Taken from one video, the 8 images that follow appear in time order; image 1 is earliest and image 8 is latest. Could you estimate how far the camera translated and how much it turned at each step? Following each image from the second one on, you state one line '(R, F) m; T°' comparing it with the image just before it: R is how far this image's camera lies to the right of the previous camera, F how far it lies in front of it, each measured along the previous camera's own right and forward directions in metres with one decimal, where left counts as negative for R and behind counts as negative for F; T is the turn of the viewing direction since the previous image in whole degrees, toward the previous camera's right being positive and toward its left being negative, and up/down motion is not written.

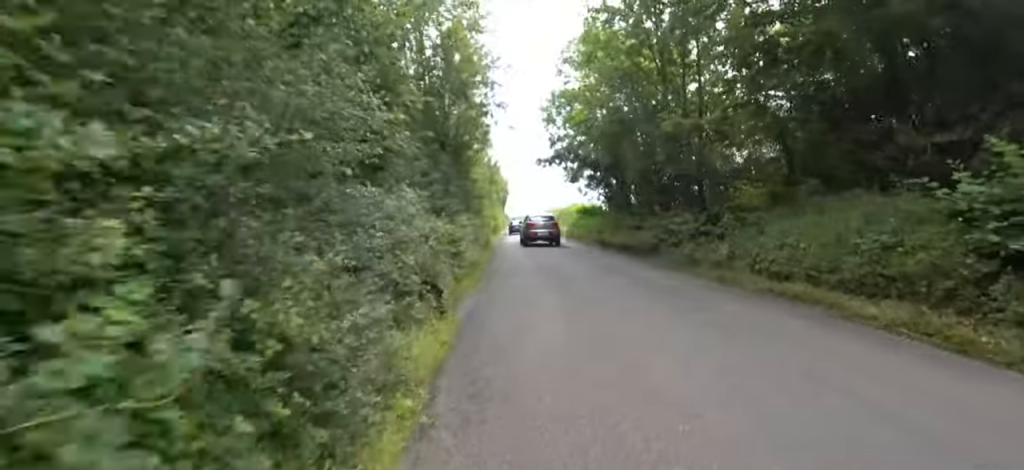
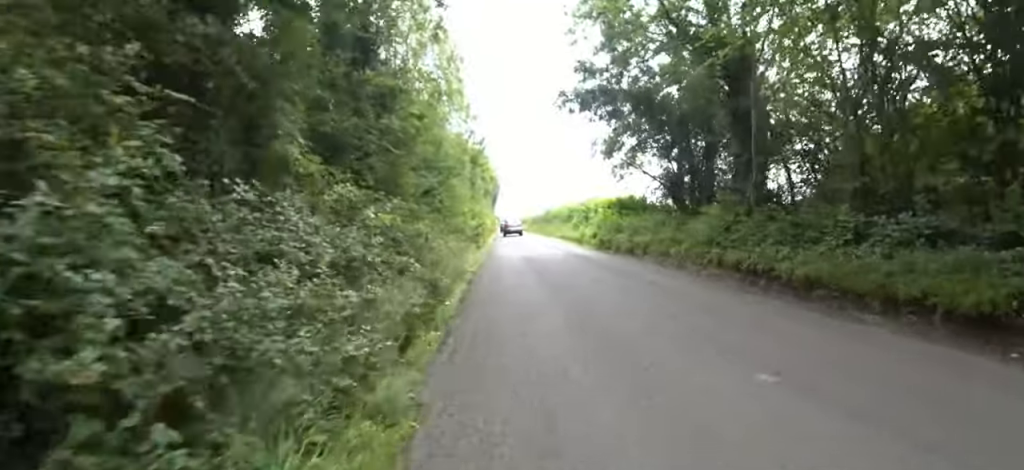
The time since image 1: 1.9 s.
(-1.1, +13.5) m; -4°
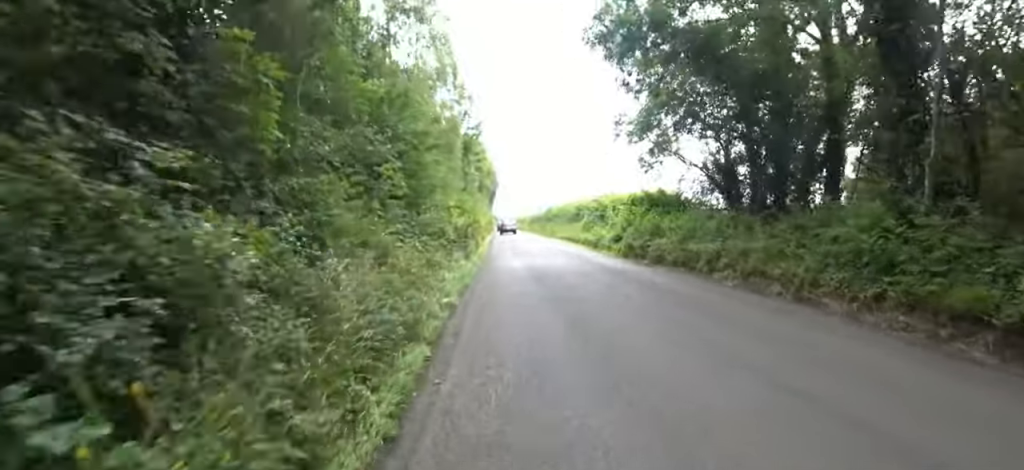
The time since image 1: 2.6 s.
(+0.7, +4.9) m; 0°
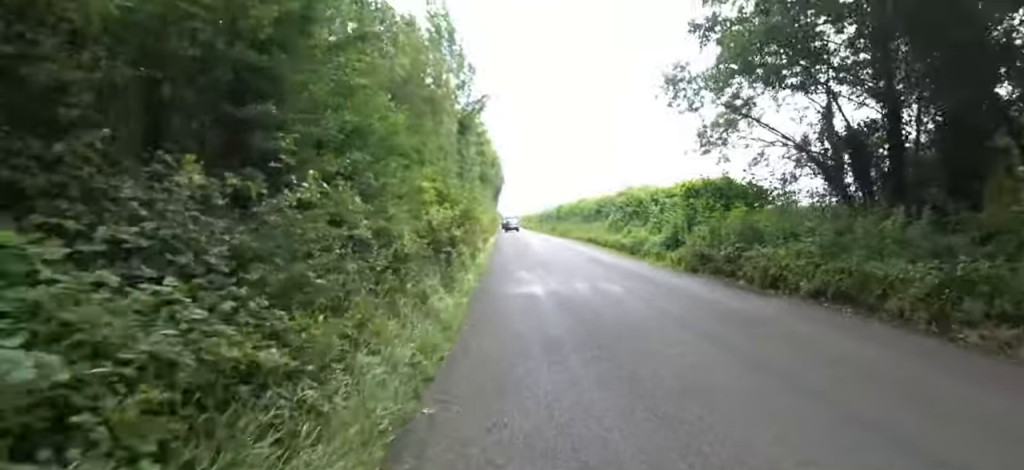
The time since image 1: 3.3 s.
(-0.4, +5.3) m; 0°
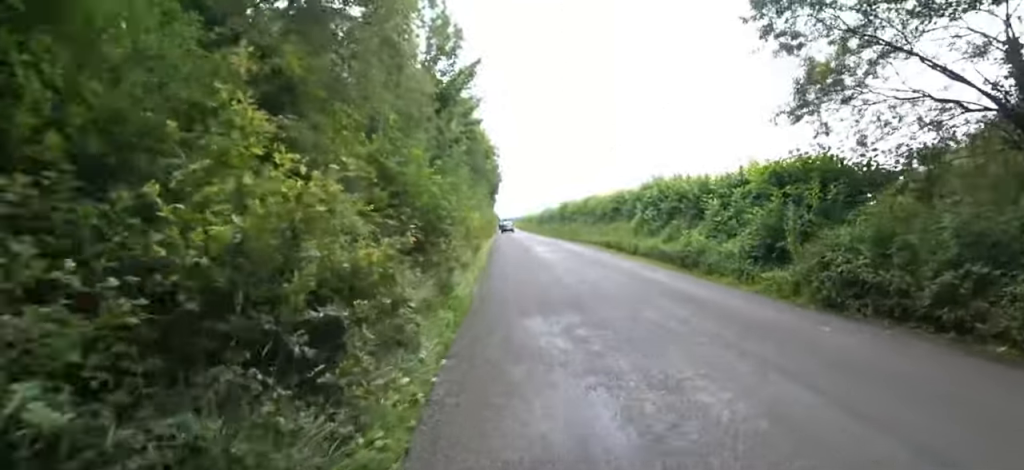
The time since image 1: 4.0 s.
(-0.2, +4.9) m; 0°
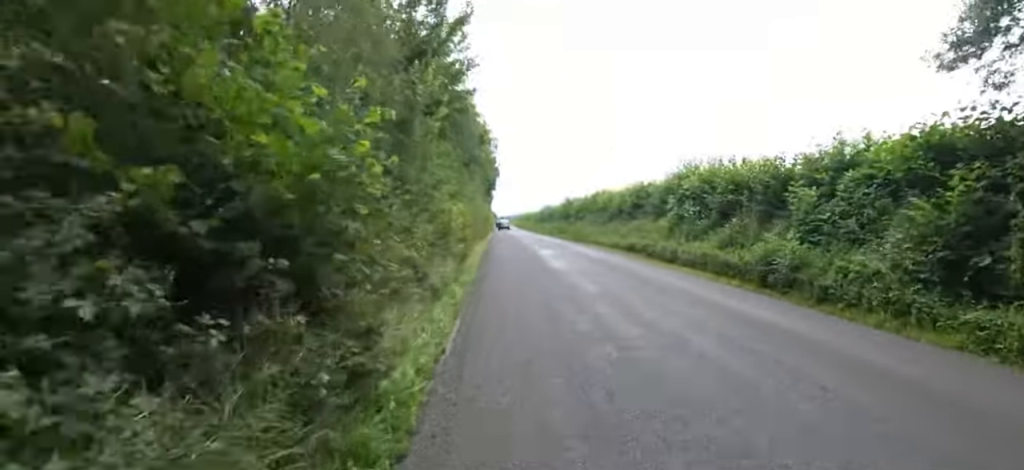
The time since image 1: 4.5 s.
(+0.6, +3.9) m; 0°
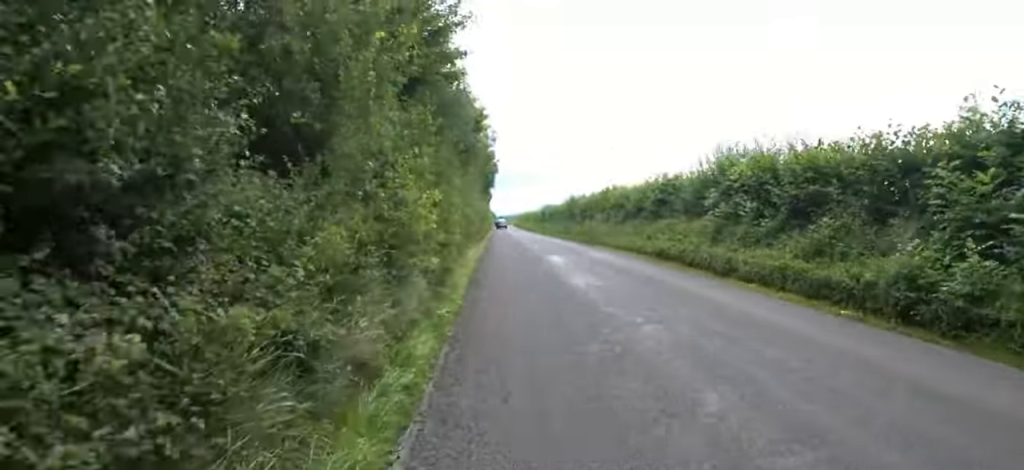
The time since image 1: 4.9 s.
(0.0, +3.0) m; 0°
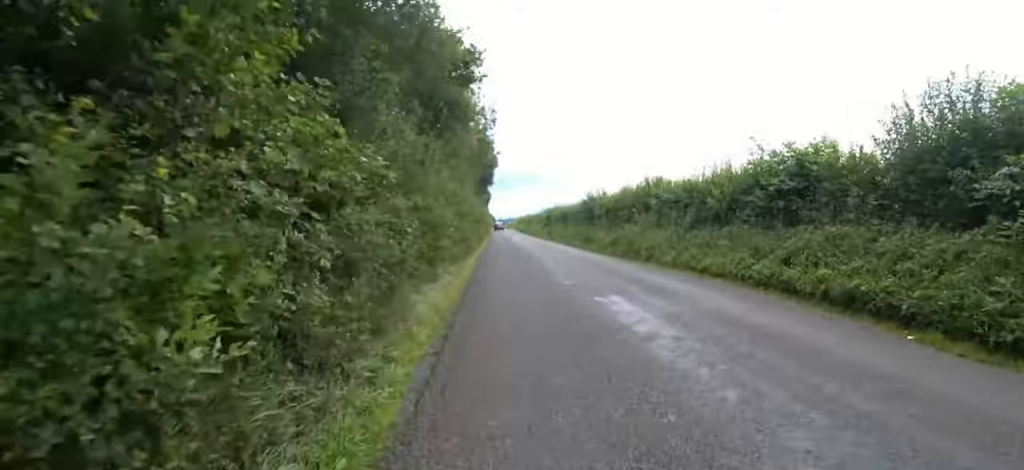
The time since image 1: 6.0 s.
(-0.6, +7.3) m; 0°
